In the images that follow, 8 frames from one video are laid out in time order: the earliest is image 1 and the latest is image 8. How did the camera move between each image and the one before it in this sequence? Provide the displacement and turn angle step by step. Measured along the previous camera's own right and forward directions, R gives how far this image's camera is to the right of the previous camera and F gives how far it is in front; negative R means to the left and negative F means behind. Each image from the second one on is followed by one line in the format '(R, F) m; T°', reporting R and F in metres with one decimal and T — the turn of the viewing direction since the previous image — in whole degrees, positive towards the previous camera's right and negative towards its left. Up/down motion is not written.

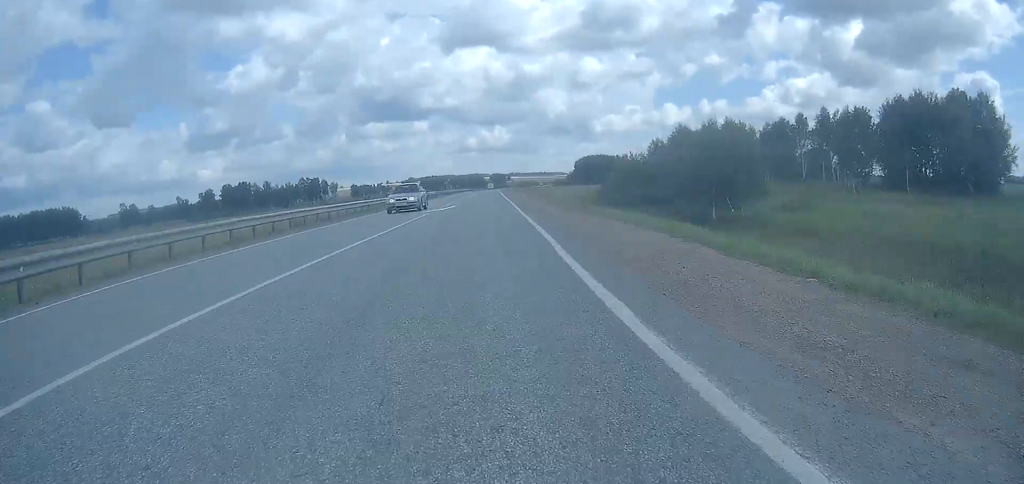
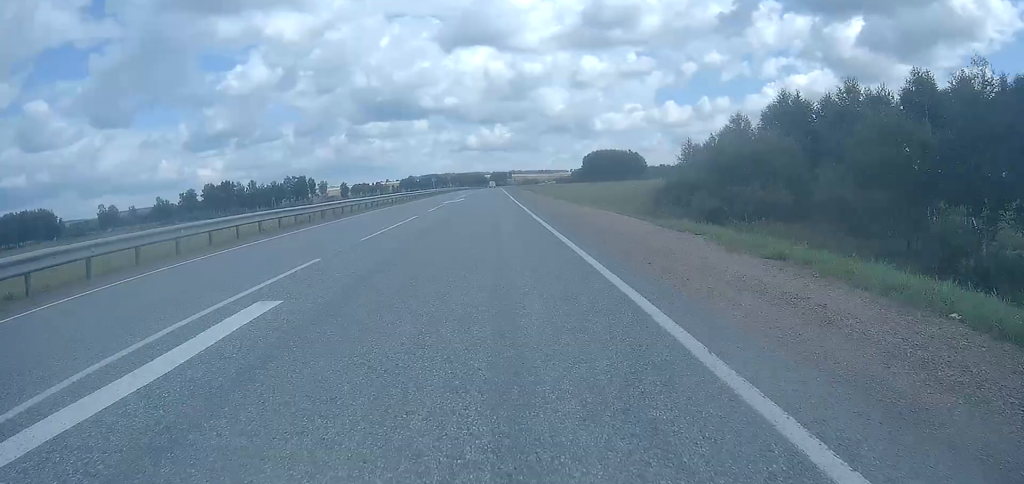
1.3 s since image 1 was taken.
(-0.3, +29.4) m; -1°
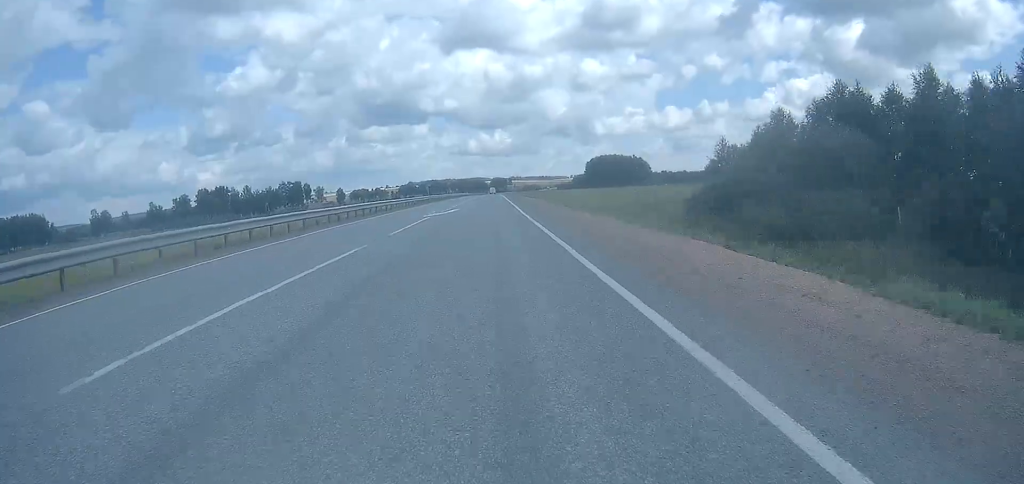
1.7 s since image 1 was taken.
(0.0, +8.8) m; 0°
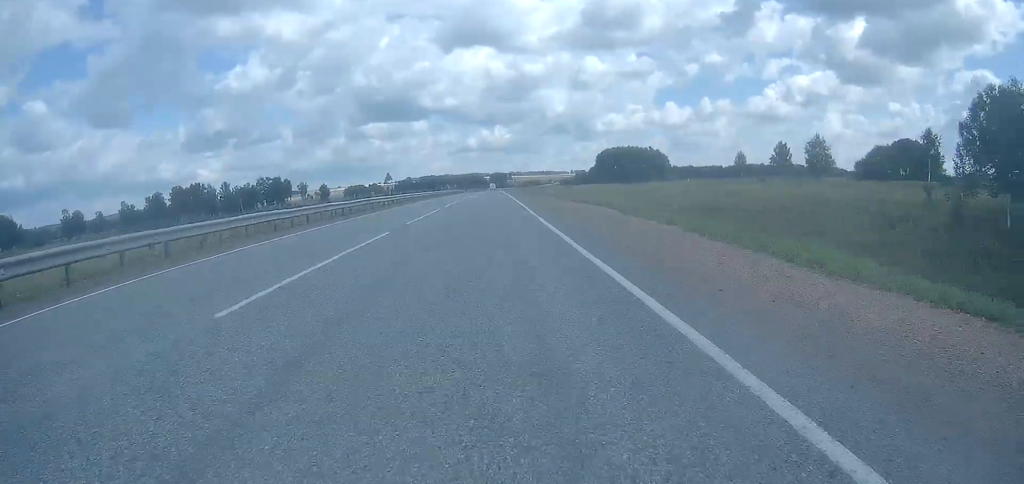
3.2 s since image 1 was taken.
(+0.2, +32.9) m; 0°
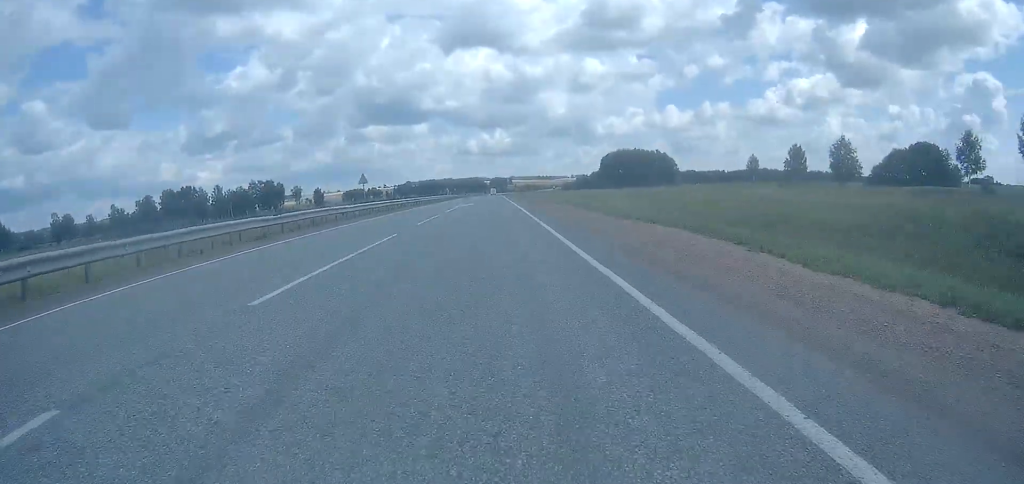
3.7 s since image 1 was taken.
(+0.1, +10.9) m; 0°
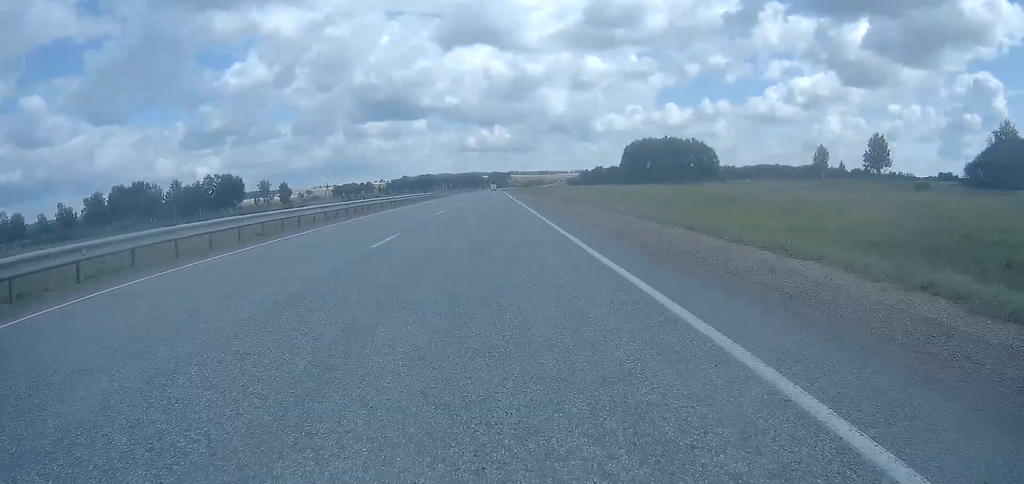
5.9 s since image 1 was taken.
(-0.6, +49.0) m; 0°
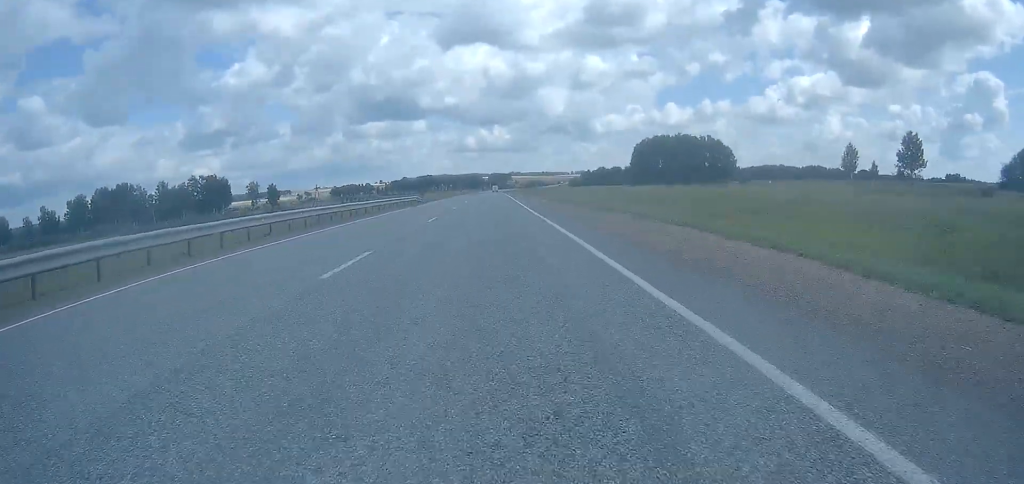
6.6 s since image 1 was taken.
(+0.1, +15.3) m; 0°
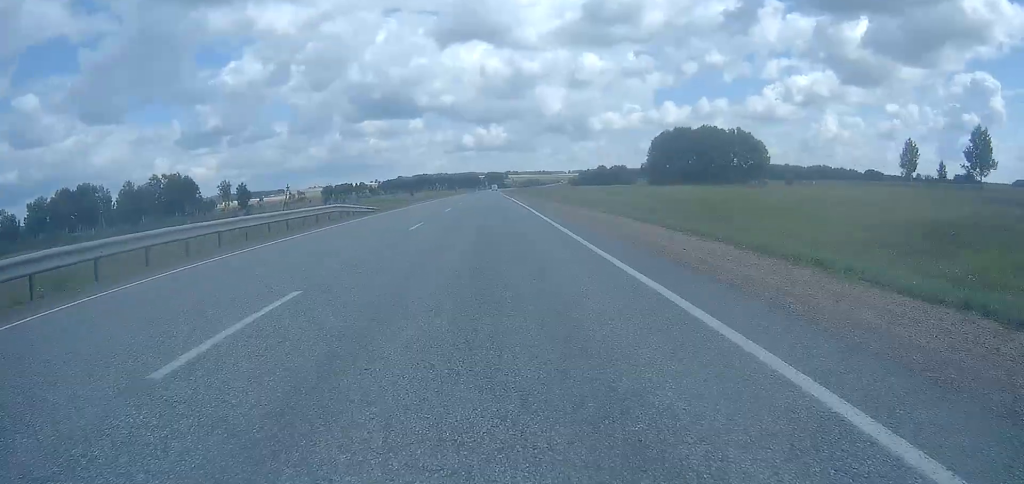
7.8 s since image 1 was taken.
(-0.1, +27.7) m; 0°
